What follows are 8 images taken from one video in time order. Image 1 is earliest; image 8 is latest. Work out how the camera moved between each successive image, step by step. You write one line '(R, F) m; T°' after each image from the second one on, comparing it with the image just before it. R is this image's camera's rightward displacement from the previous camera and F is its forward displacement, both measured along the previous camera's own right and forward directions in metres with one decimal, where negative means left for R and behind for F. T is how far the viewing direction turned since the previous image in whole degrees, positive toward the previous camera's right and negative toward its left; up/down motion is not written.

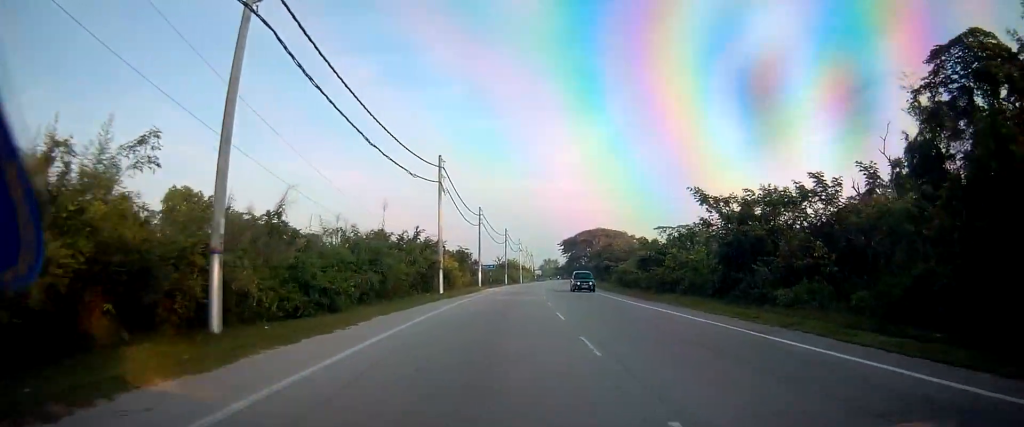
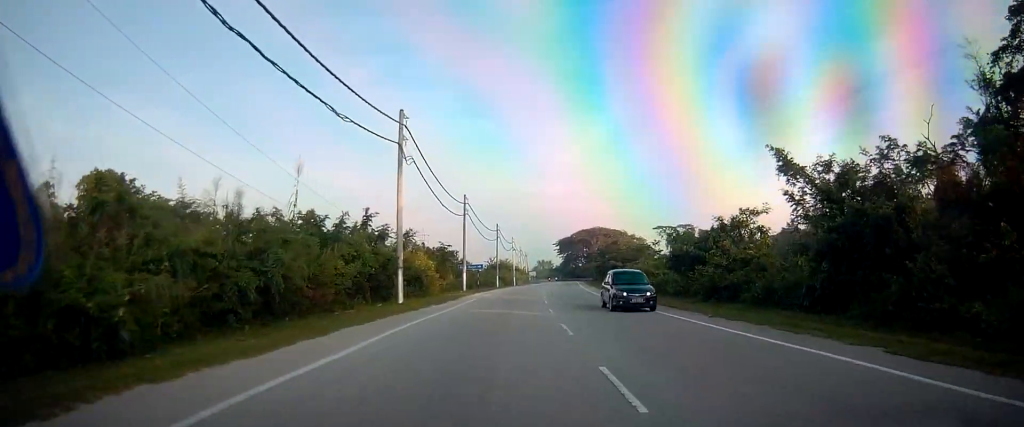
(+0.3, +10.8) m; 0°
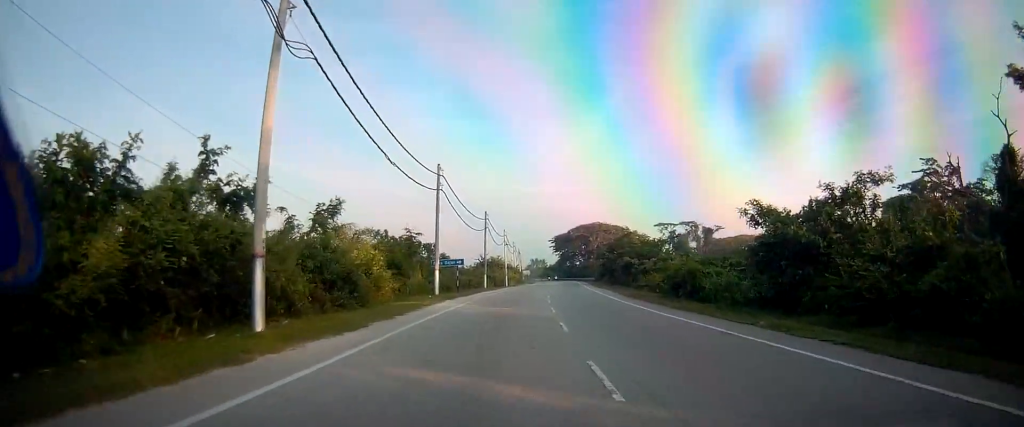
(-0.1, +13.6) m; 0°
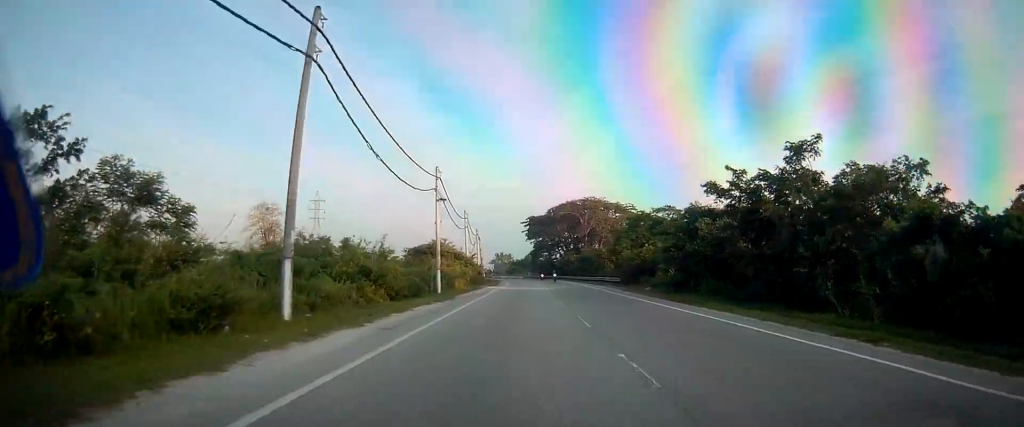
(+1.8, +48.8) m; +4°
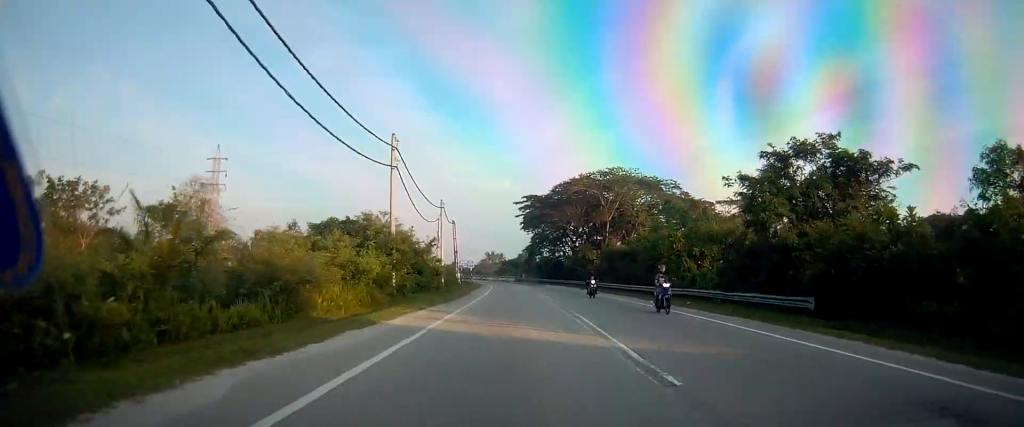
(-0.2, +35.9) m; 0°
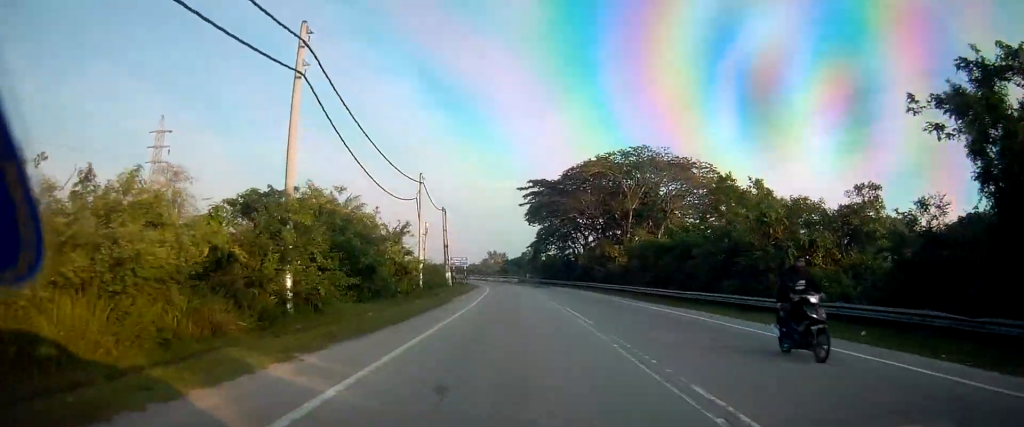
(+0.4, +13.9) m; +1°
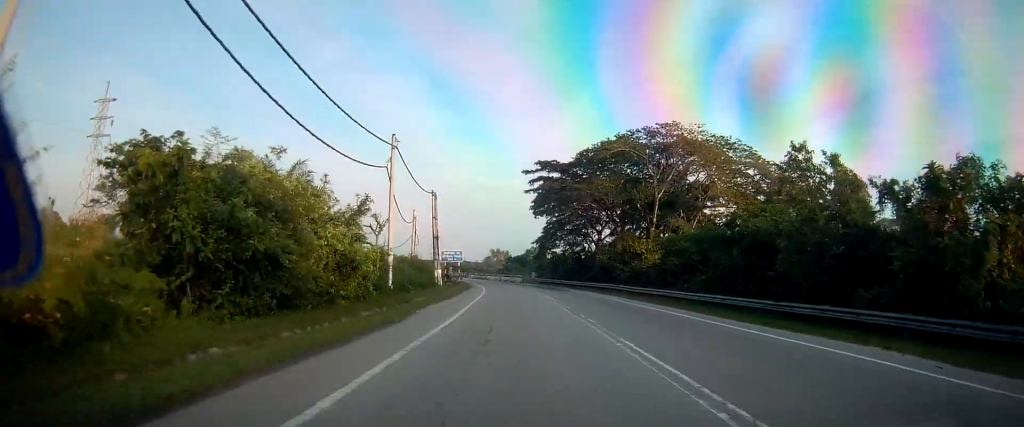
(+0.1, +10.9) m; 0°
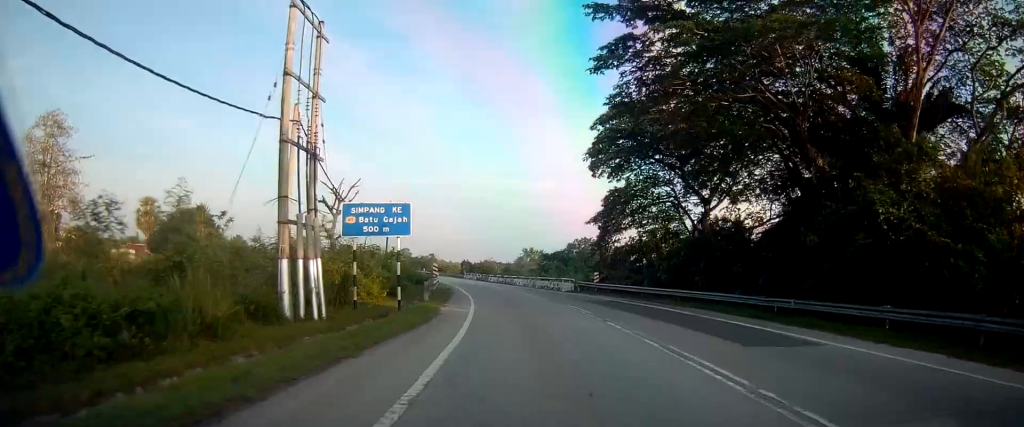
(-1.1, +38.0) m; -4°
